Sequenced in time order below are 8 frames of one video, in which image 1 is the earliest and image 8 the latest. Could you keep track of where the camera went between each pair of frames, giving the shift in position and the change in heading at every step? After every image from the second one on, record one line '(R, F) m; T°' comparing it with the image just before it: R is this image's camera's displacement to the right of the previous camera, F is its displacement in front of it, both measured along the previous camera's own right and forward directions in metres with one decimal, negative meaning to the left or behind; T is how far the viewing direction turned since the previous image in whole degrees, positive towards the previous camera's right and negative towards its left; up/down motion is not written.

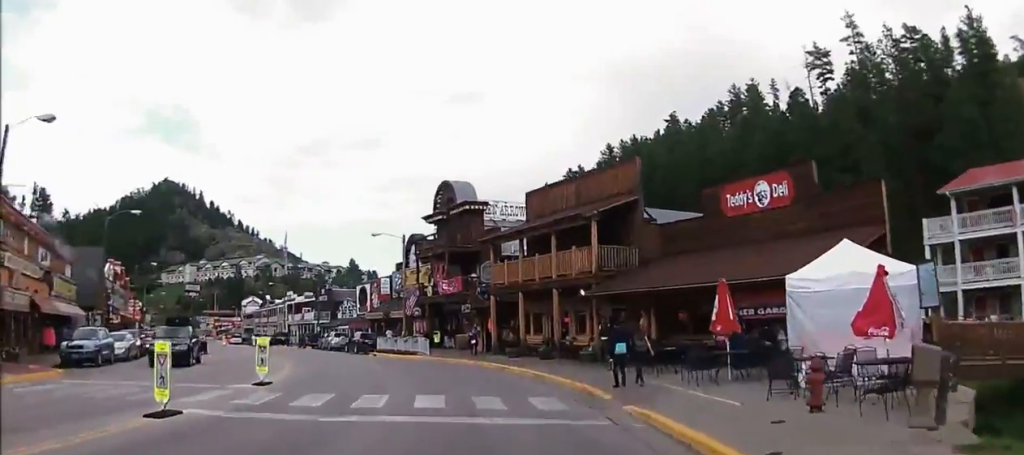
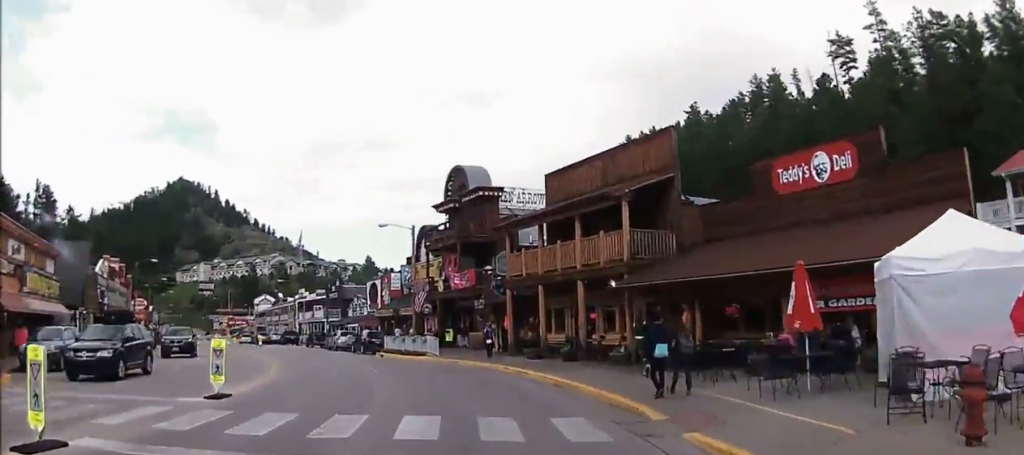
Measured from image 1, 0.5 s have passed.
(-0.1, +4.0) m; -5°
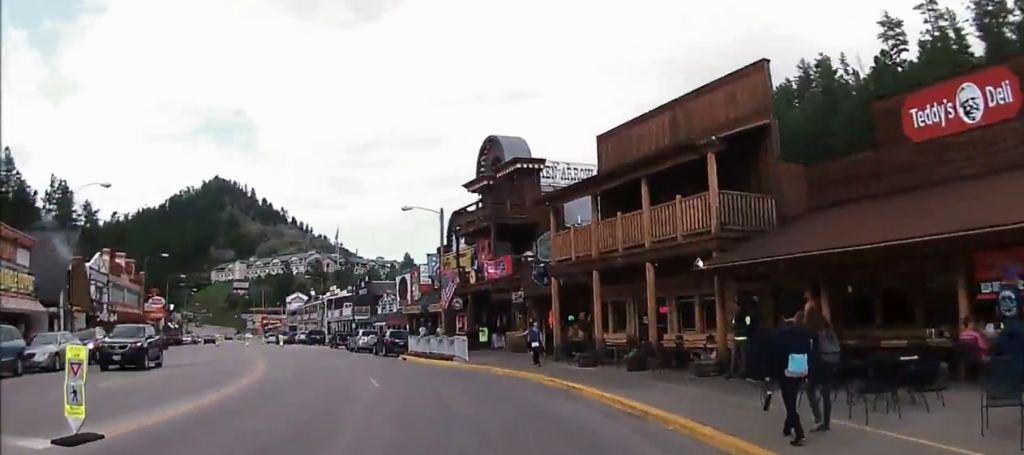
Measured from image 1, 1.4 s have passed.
(-0.6, +6.0) m; -2°
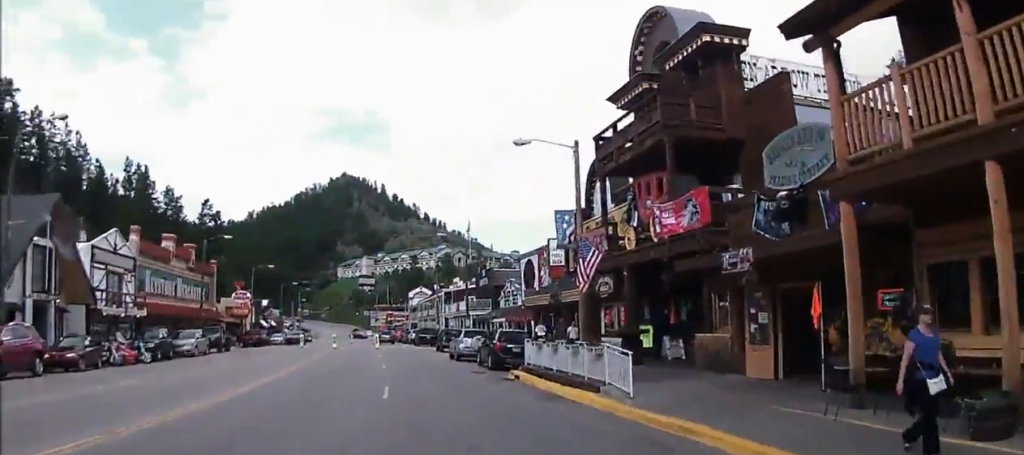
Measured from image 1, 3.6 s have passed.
(+0.5, +14.7) m; -7°
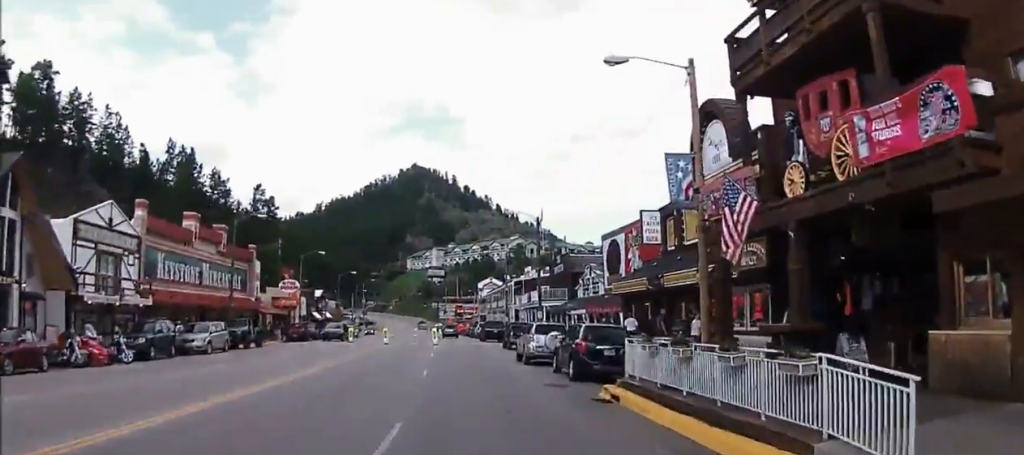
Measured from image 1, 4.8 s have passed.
(-1.6, +7.9) m; -15°
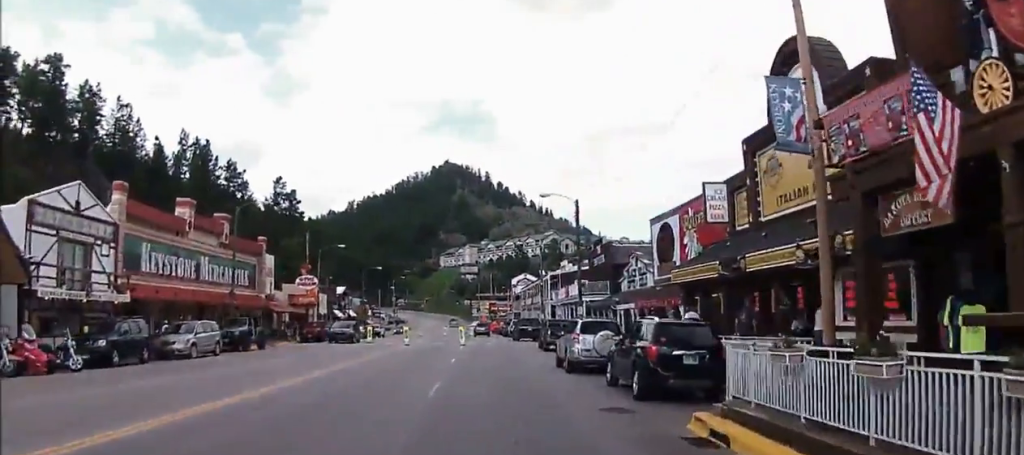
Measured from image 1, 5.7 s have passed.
(-0.7, +5.8) m; +5°
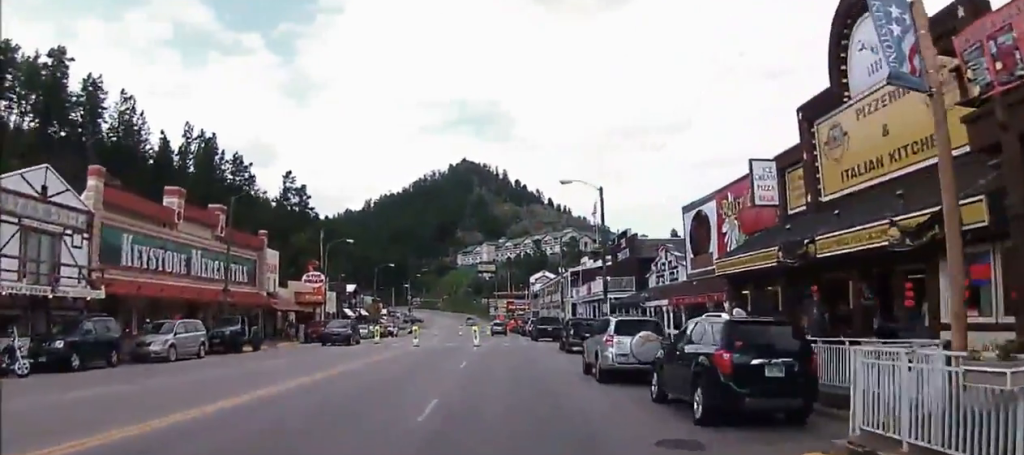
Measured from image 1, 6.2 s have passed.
(+0.8, +3.7) m; +5°
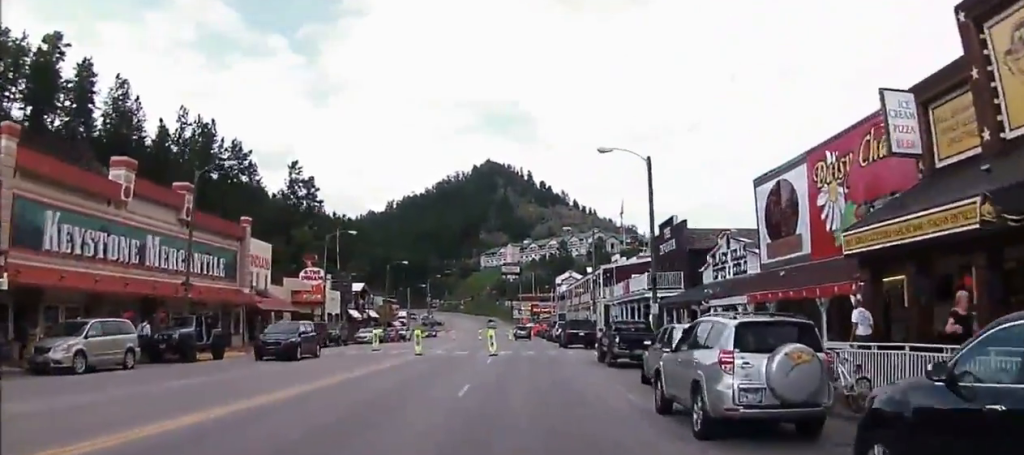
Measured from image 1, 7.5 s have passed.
(+0.1, +8.0) m; -4°
